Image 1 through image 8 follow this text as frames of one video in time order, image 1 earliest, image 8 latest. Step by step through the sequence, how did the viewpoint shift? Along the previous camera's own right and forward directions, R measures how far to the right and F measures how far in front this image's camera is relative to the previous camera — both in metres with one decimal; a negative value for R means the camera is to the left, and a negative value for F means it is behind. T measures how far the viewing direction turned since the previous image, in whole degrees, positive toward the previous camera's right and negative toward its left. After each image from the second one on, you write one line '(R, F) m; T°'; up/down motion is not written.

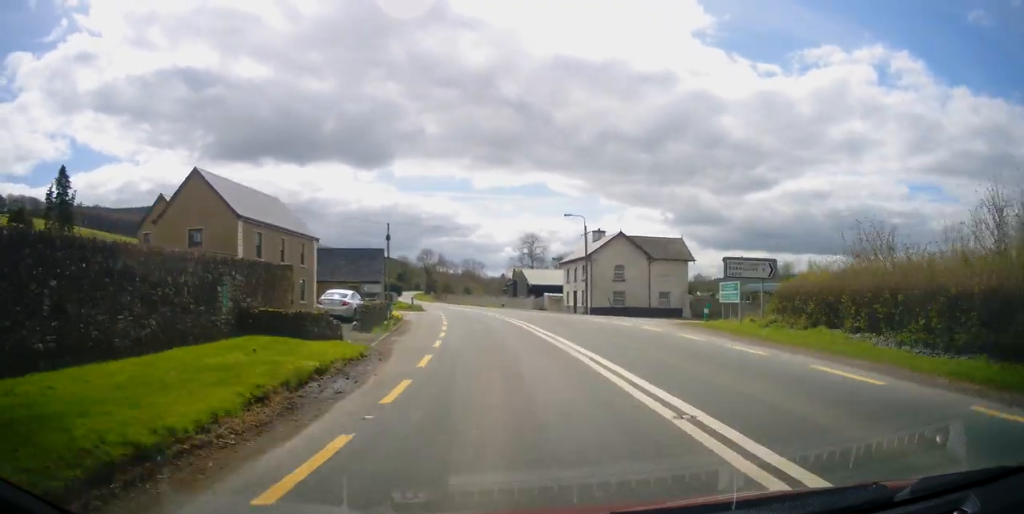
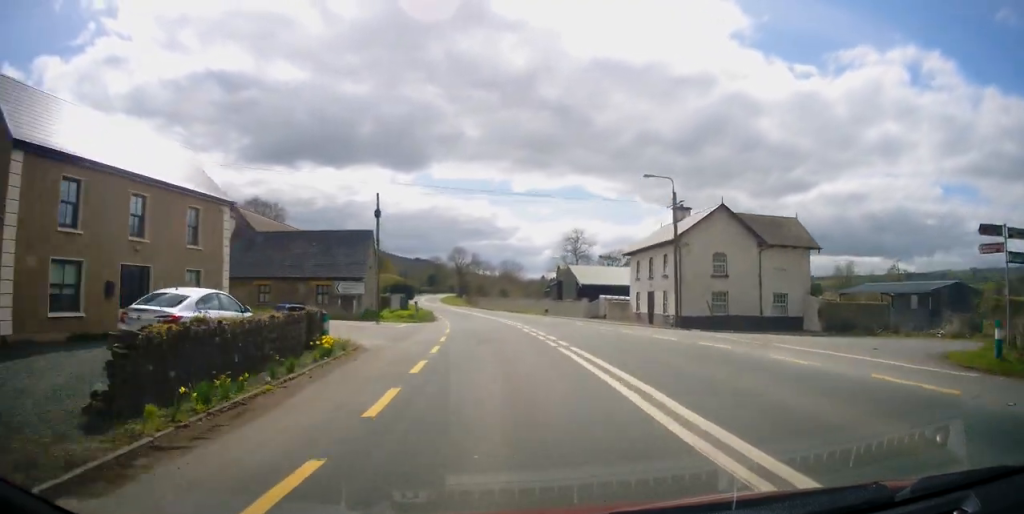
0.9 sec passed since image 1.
(-0.7, +16.9) m; -5°
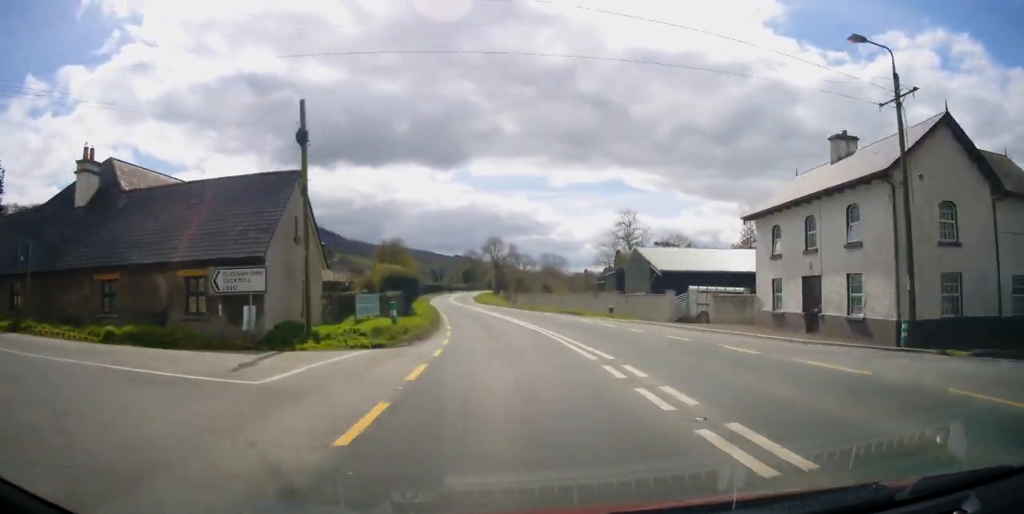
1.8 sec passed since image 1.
(-0.7, +17.5) m; -4°
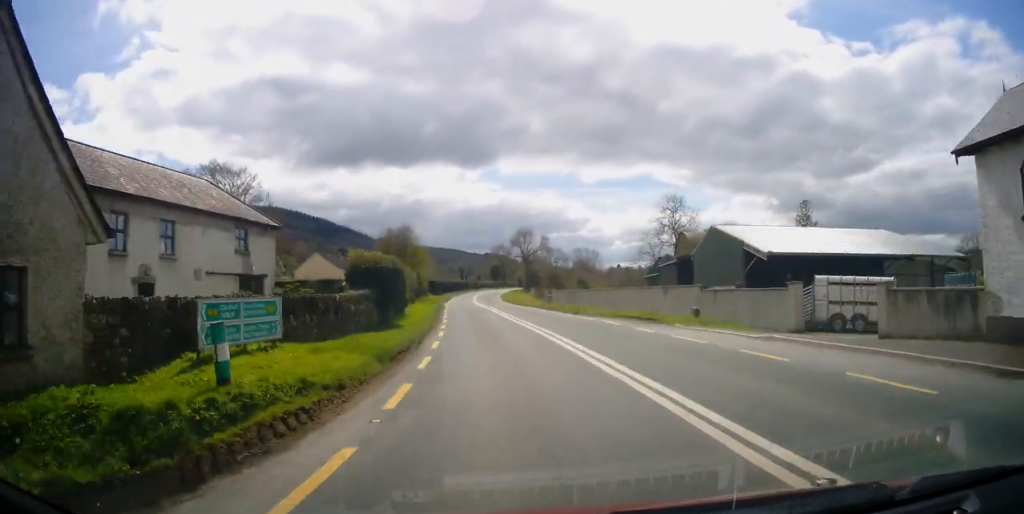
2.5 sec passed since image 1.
(-0.3, +13.8) m; -3°
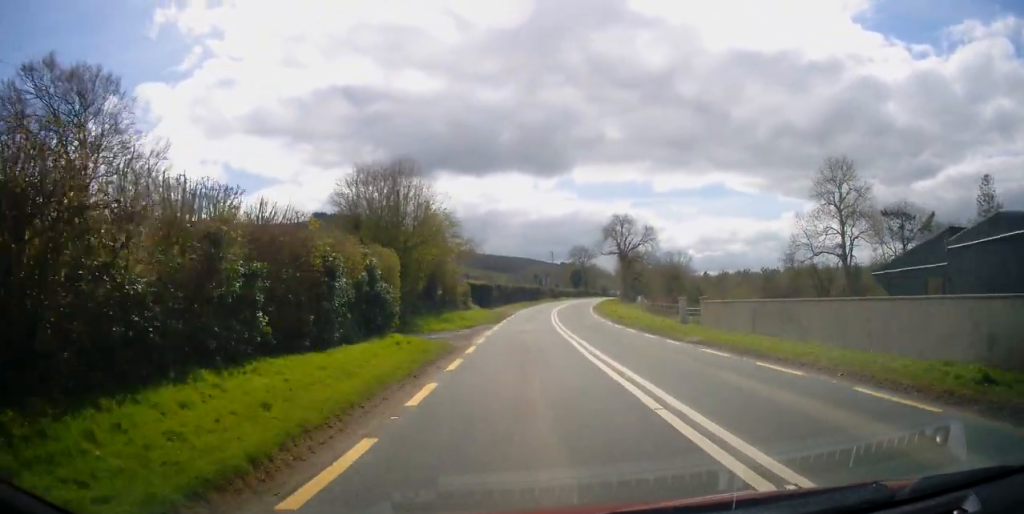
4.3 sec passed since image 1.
(-2.7, +35.6) m; -7°
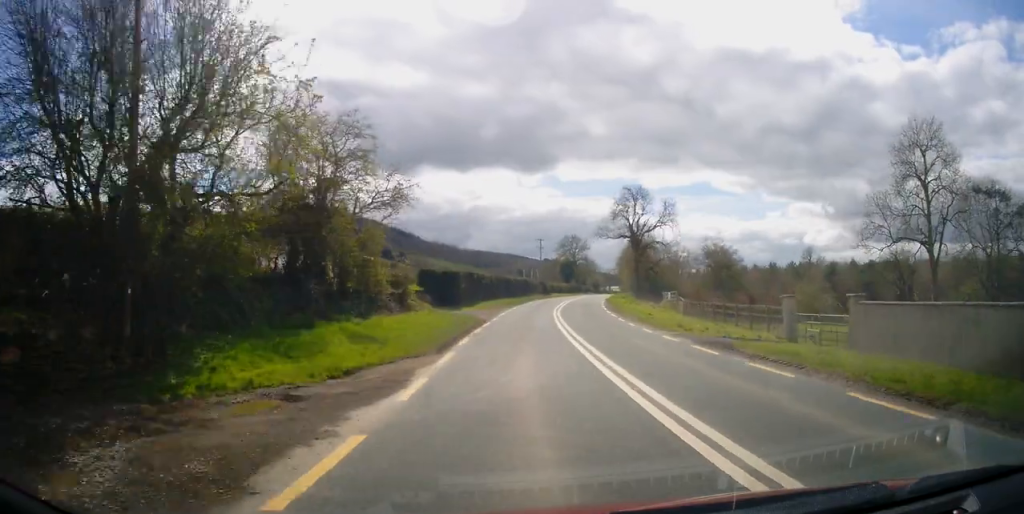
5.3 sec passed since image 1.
(-0.2, +20.1) m; -1°
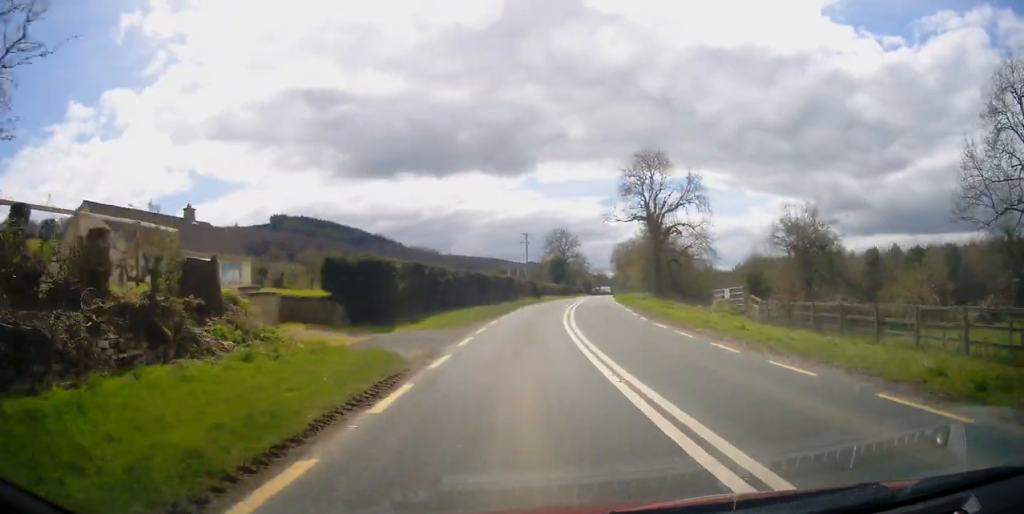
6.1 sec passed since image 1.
(0.0, +17.0) m; +1°
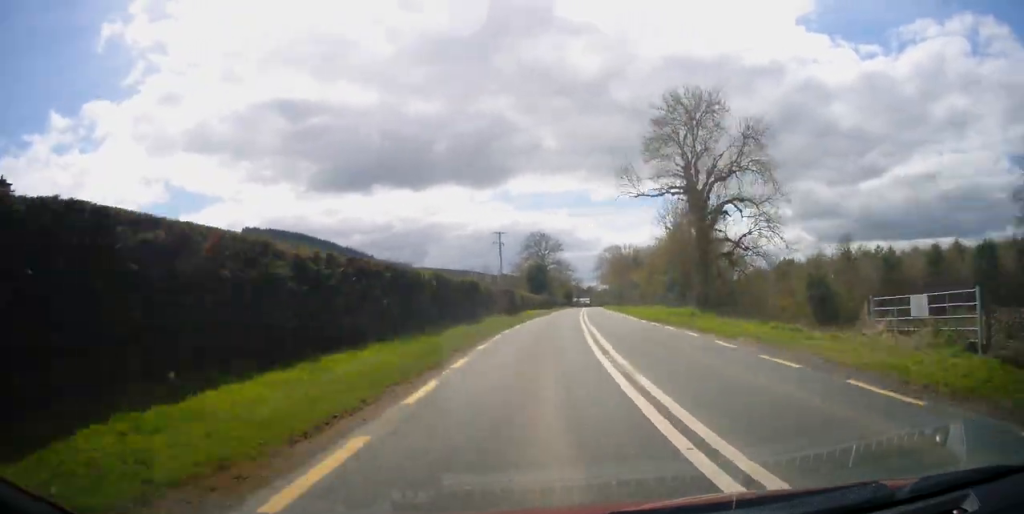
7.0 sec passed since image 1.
(+0.4, +19.0) m; +2°
